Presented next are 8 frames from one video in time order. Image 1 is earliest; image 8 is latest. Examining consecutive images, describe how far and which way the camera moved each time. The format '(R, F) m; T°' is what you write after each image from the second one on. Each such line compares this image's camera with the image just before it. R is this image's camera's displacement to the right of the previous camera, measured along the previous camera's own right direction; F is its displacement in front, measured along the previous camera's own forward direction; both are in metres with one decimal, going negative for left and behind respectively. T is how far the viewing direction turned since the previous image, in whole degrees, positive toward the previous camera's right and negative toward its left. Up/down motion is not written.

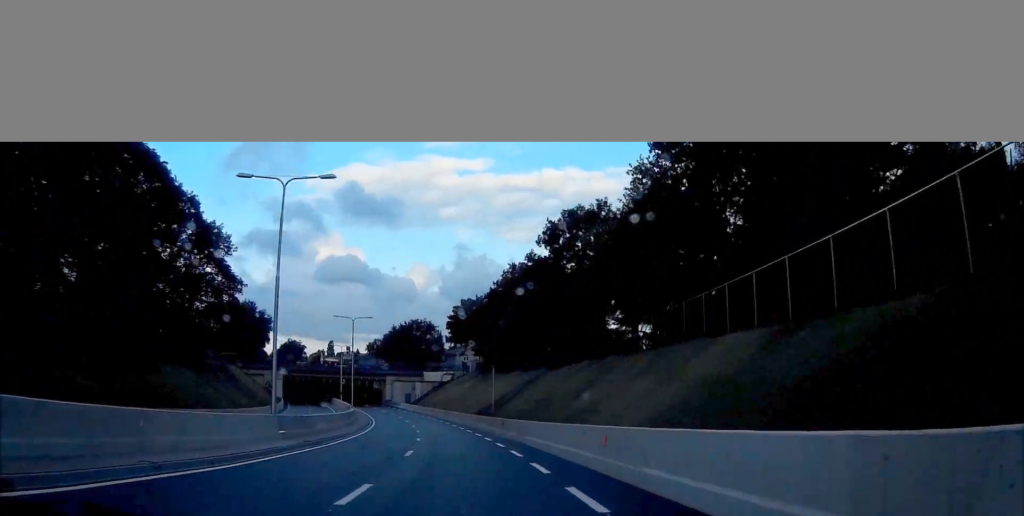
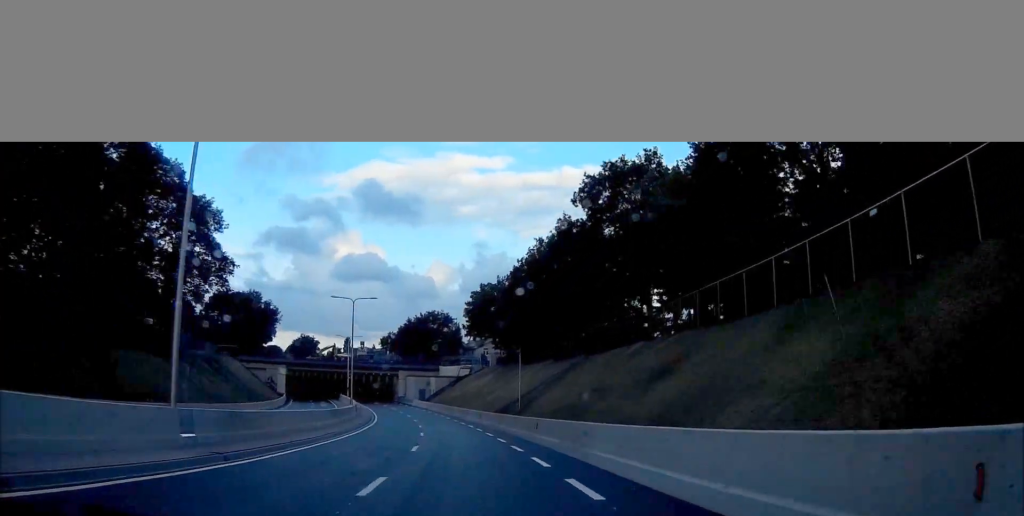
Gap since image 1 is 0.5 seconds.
(0.0, +11.2) m; -2°
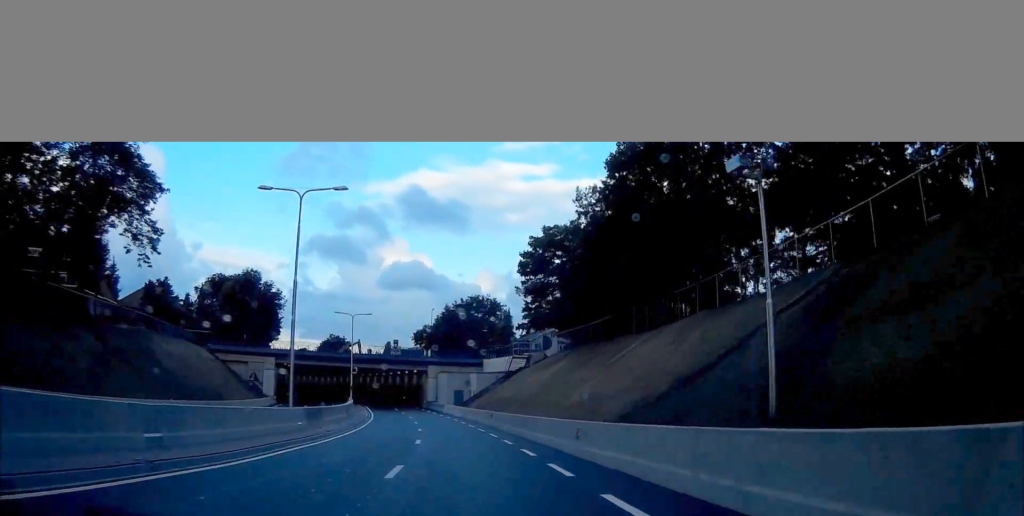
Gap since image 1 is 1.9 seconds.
(-1.4, +33.6) m; -4°
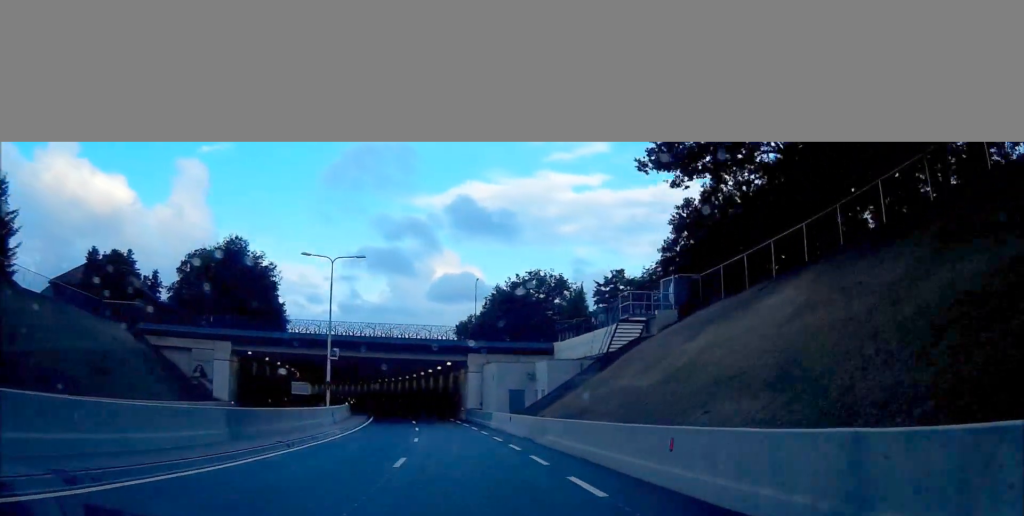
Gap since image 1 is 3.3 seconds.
(-0.9, +34.1) m; -3°
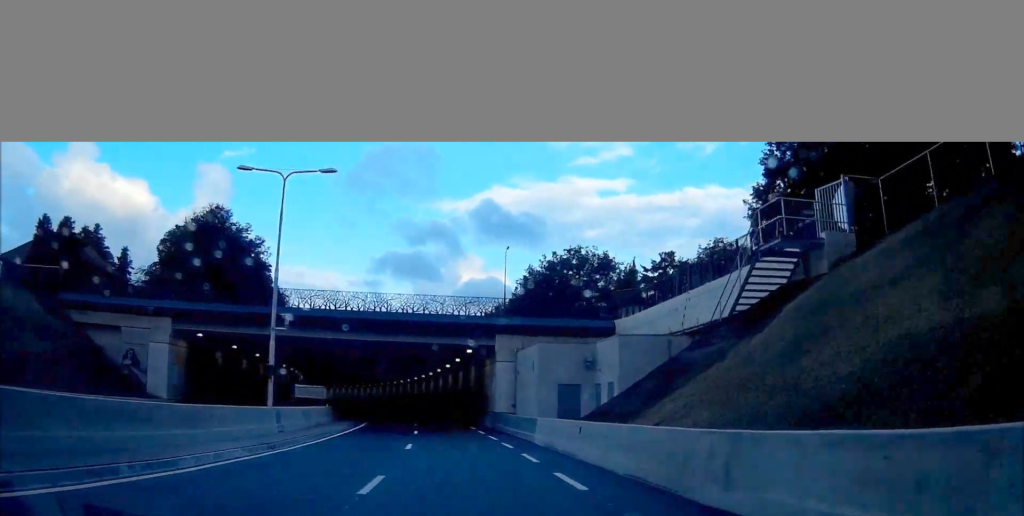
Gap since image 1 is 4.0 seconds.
(-0.3, +17.3) m; -2°
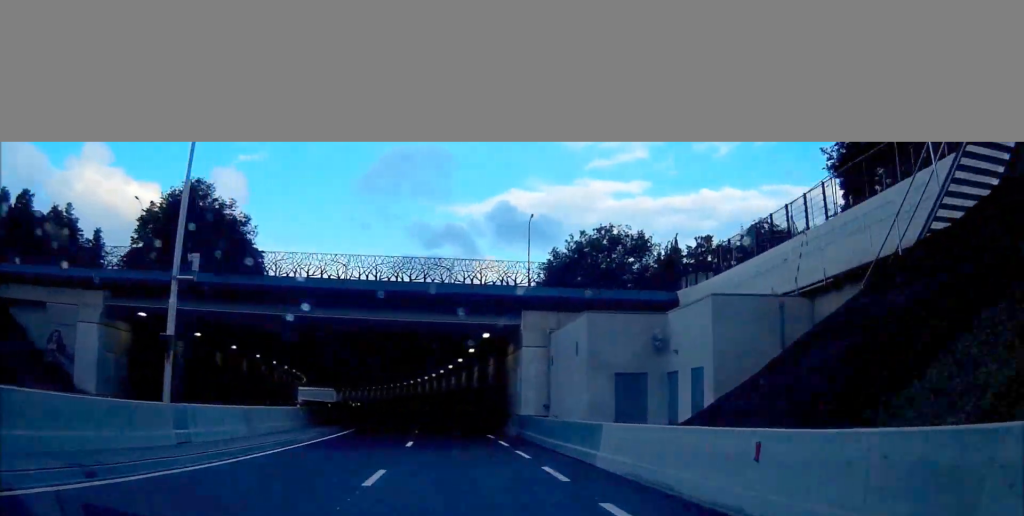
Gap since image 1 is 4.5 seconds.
(+0.1, +11.0) m; -1°
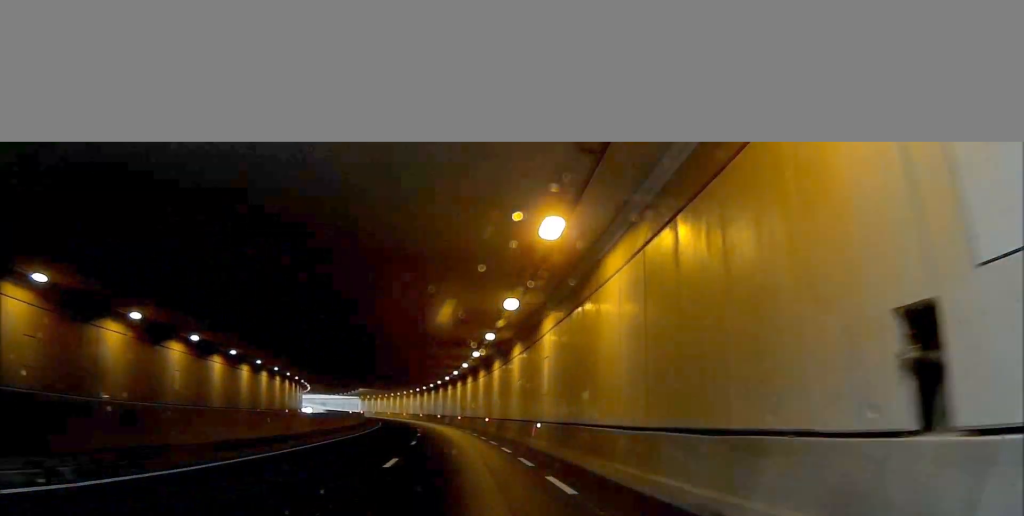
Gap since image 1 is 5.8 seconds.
(-0.8, +31.2) m; -1°
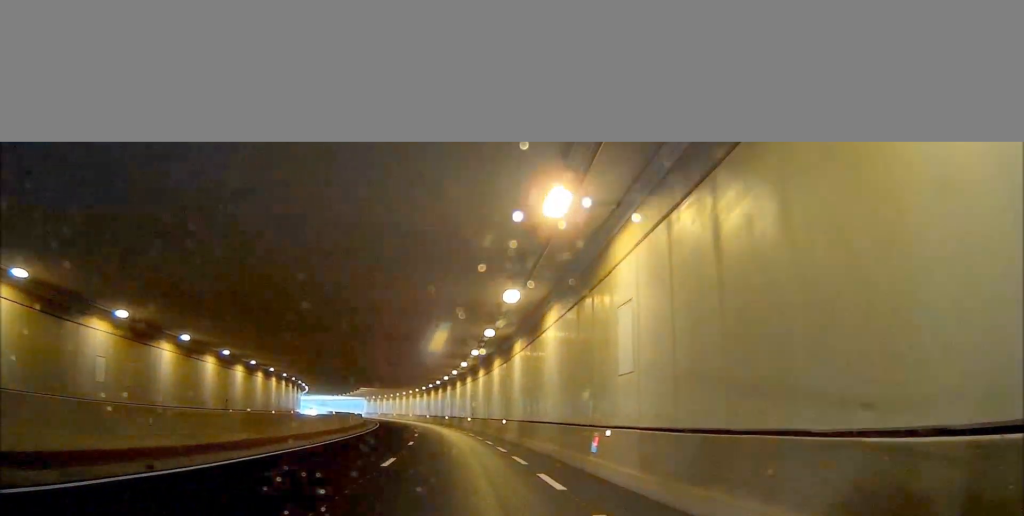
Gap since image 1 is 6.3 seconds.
(+0.2, +11.6) m; 0°
